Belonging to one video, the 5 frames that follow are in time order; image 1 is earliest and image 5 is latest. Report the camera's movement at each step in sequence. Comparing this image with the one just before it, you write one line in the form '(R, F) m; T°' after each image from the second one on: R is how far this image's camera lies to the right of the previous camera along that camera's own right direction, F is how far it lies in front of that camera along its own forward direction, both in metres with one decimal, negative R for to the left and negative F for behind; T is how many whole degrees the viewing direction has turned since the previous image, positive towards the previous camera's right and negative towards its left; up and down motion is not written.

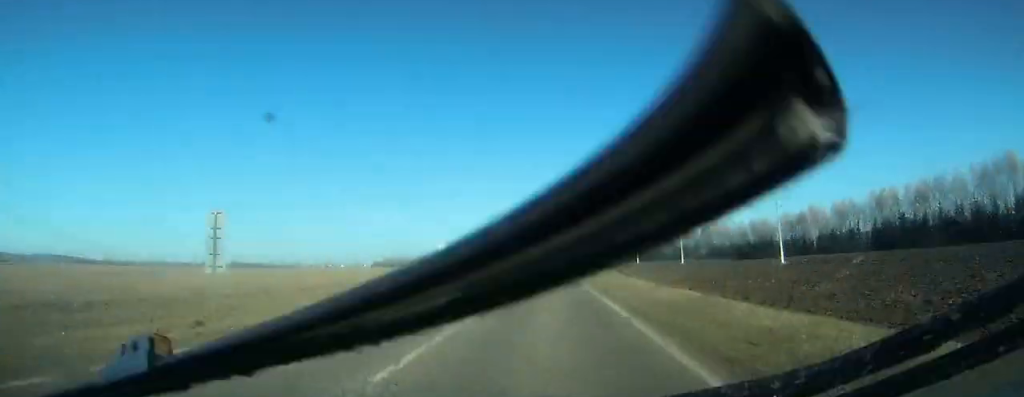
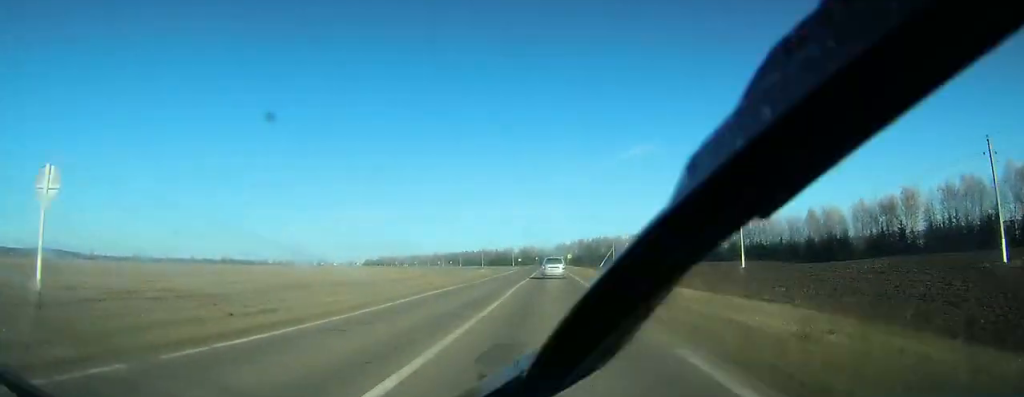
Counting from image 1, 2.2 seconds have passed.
(-0.1, +43.8) m; 0°
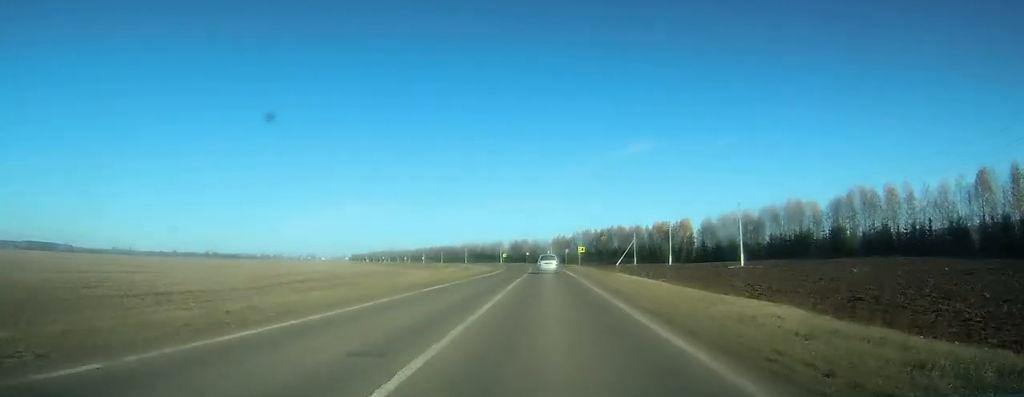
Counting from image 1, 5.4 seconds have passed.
(+0.2, +63.5) m; 0°
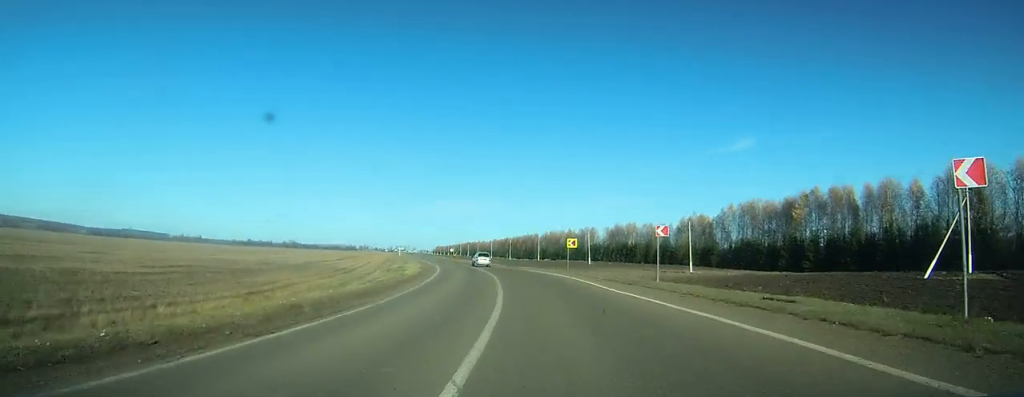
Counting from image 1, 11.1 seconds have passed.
(-6.5, +118.8) m; -11°
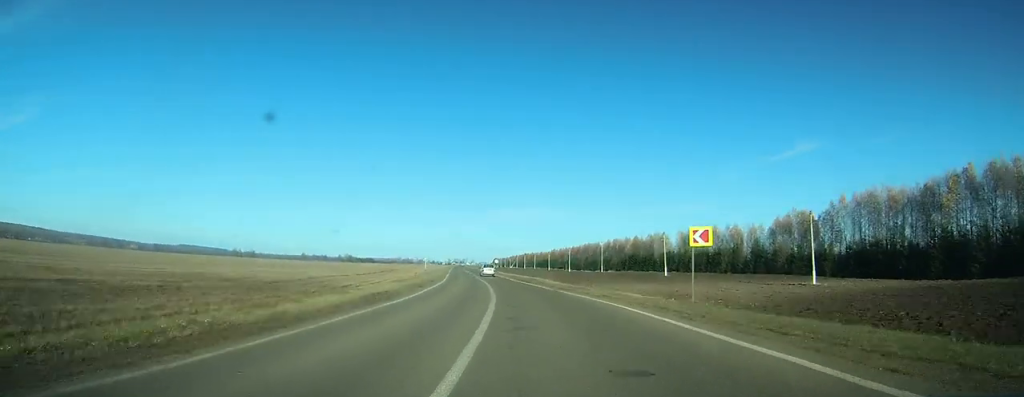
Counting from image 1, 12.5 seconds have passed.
(-1.5, +31.2) m; -5°
